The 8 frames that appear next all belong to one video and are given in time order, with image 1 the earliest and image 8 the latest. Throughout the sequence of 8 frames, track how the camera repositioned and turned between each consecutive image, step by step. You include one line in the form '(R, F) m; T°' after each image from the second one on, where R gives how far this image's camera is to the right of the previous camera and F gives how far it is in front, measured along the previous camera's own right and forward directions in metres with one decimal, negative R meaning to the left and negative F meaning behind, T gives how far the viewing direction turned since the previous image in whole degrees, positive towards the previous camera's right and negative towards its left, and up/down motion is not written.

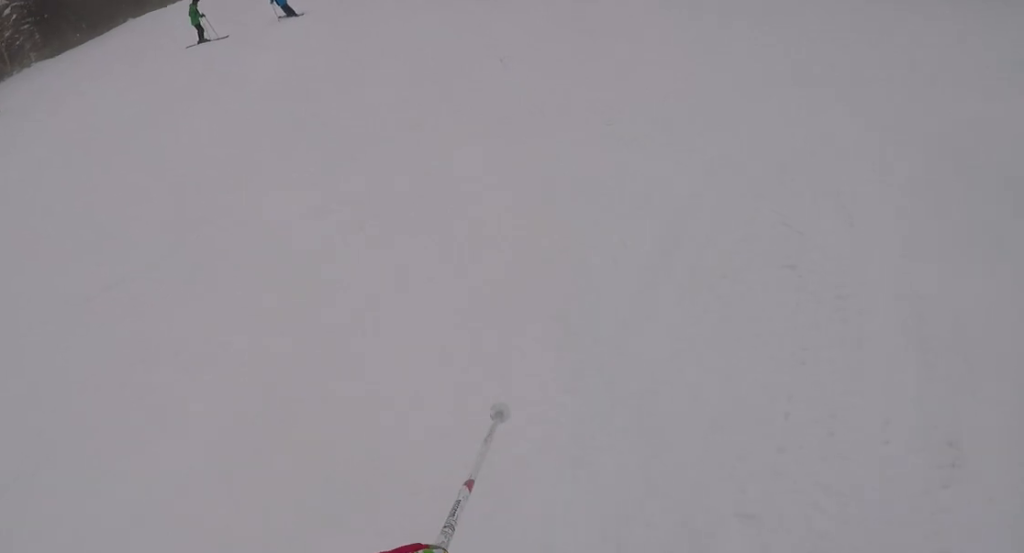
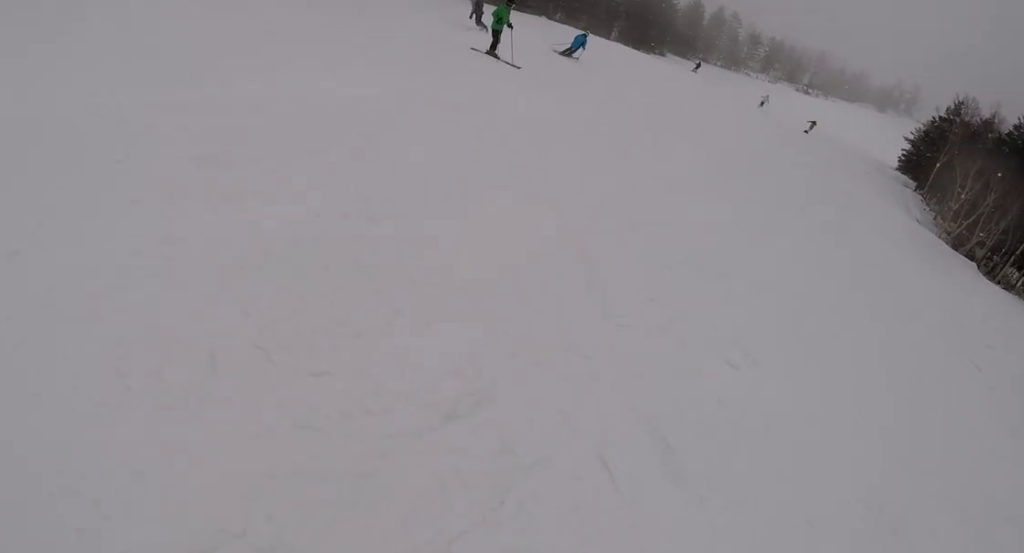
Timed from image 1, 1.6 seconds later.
(-0.5, +8.0) m; -30°
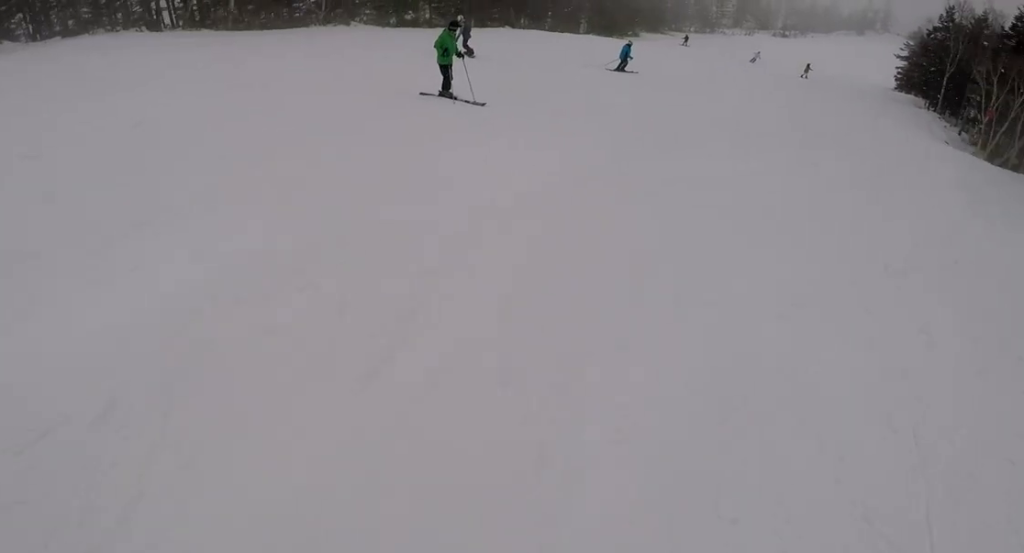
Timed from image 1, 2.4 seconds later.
(-2.0, +4.0) m; +3°
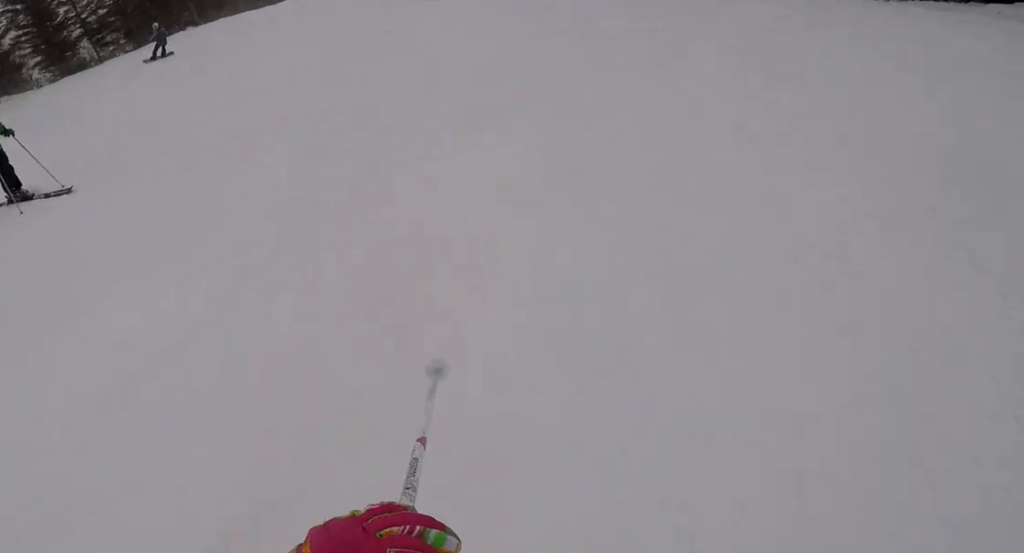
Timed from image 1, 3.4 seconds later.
(+2.1, +5.4) m; +25°
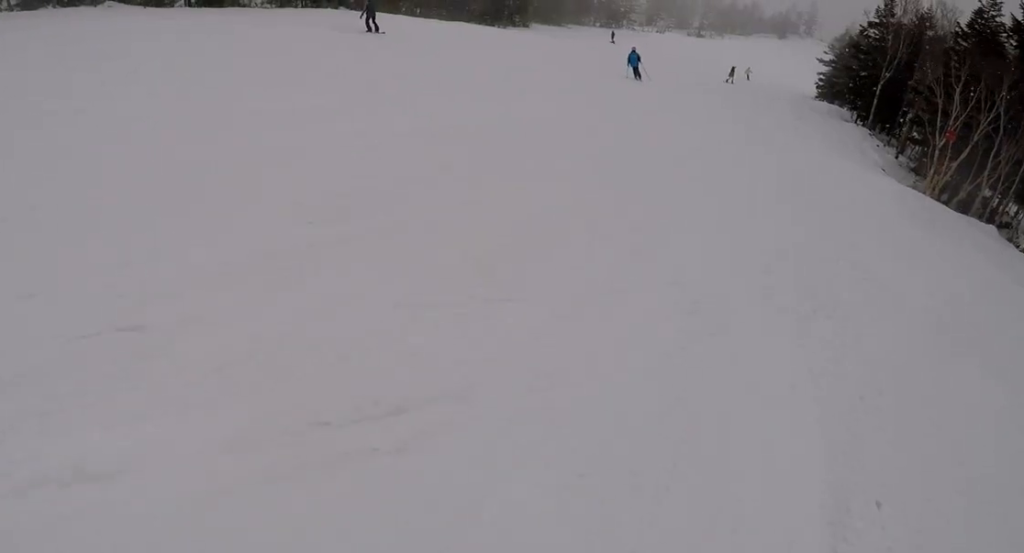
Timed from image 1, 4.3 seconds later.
(+0.3, +5.1) m; -5°
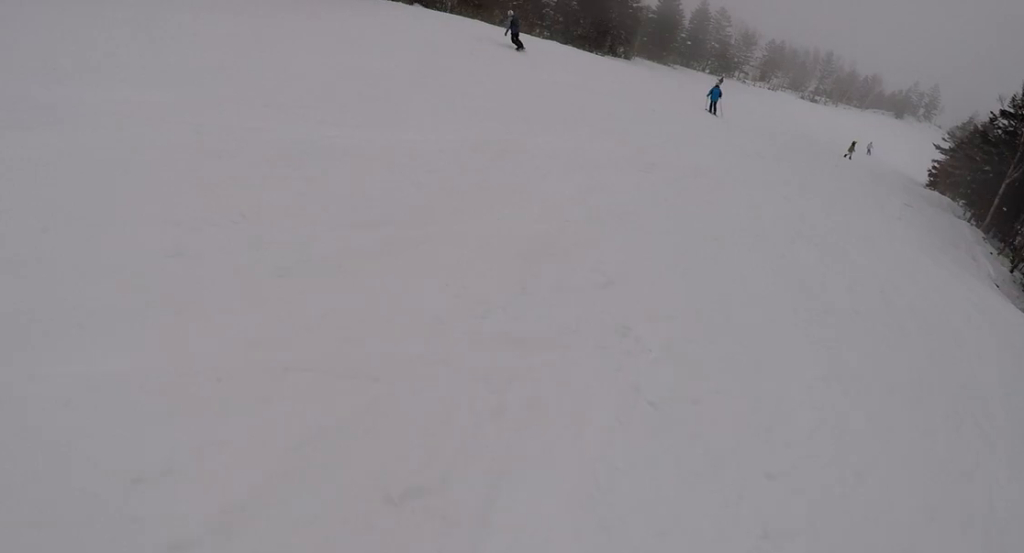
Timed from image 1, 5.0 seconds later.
(-0.4, +4.3) m; -15°
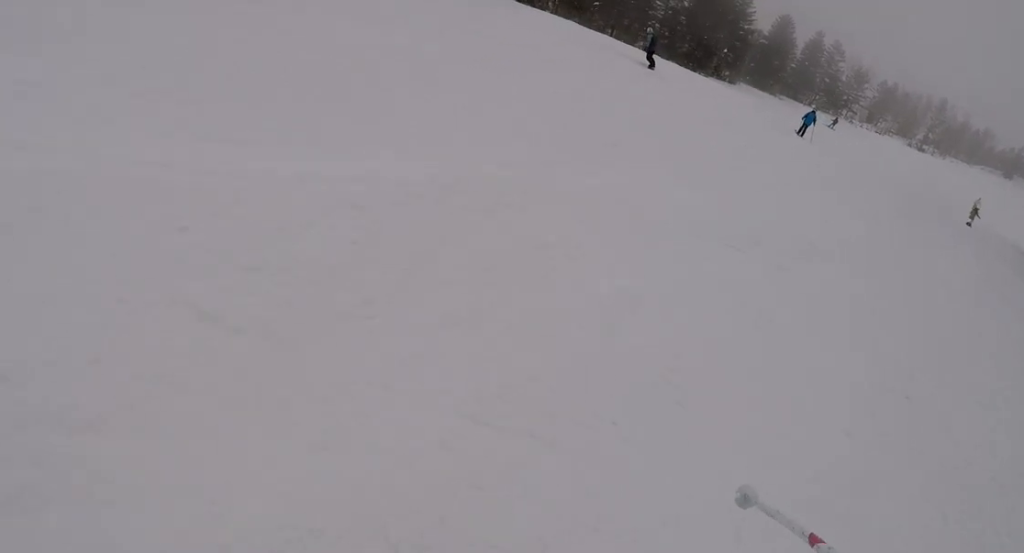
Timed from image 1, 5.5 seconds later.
(0.0, +3.5) m; -15°
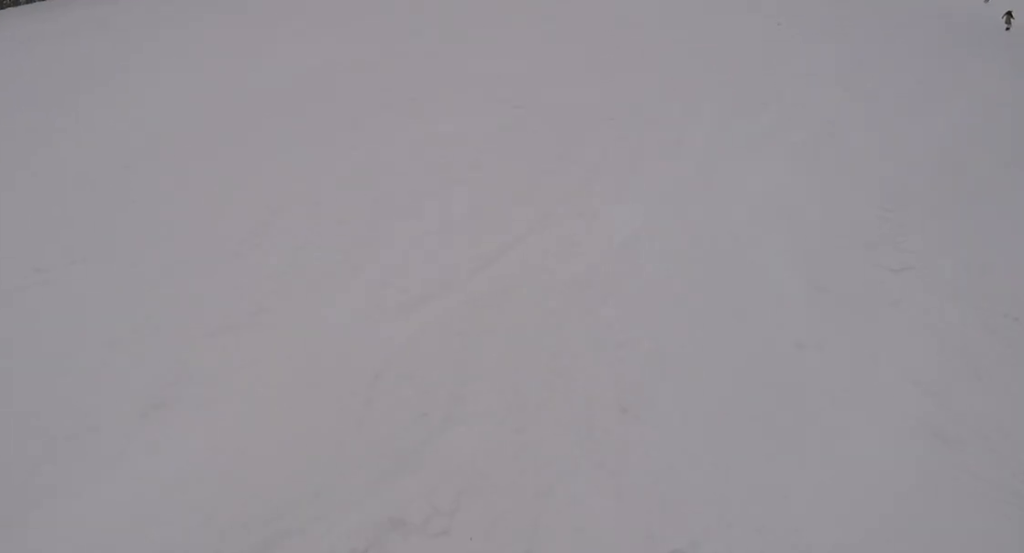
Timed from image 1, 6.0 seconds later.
(-0.9, +3.2) m; -1°
